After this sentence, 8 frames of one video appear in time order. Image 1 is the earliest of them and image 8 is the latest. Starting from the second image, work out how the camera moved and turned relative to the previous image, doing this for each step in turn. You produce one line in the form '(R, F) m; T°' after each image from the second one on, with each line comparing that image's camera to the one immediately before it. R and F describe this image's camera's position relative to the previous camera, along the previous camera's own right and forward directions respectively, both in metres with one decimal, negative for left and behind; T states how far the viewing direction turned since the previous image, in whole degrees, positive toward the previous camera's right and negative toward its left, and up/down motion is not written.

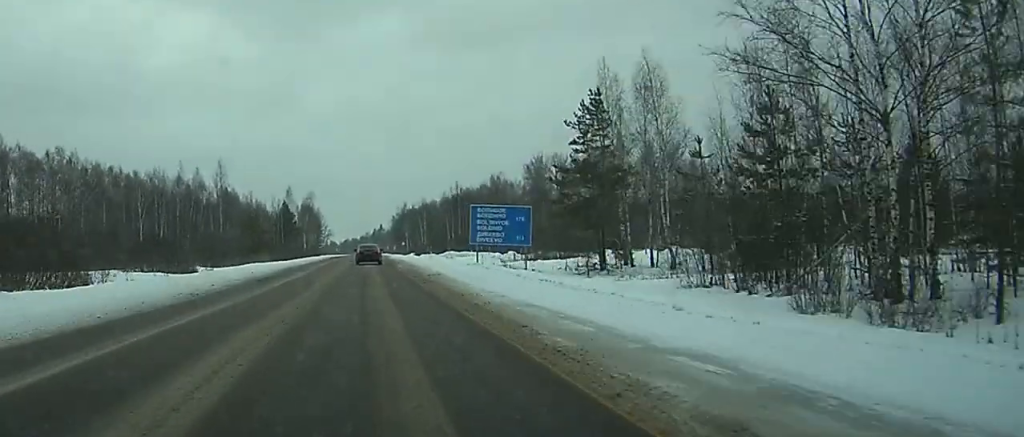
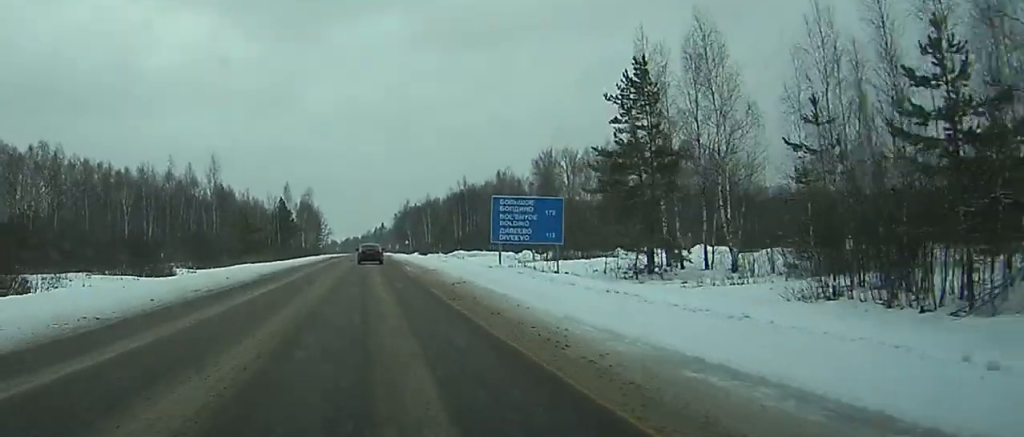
(-0.1, +9.3) m; 0°
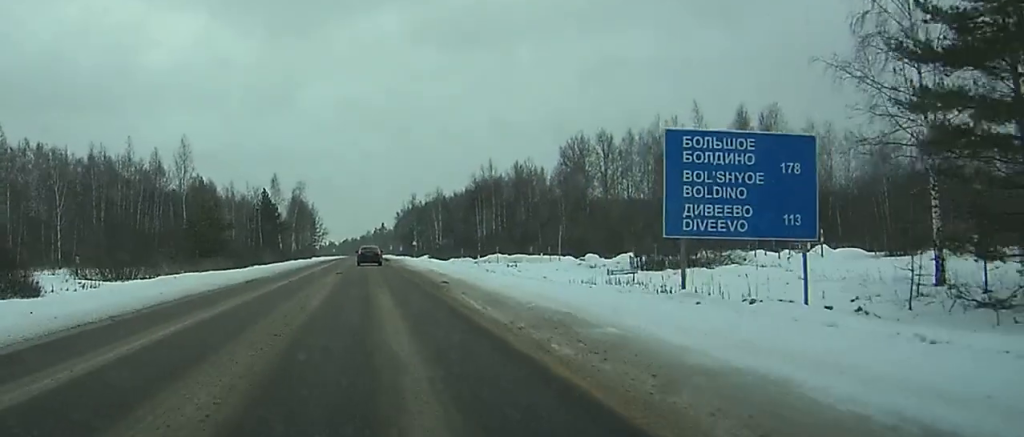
(-0.1, +28.7) m; 0°
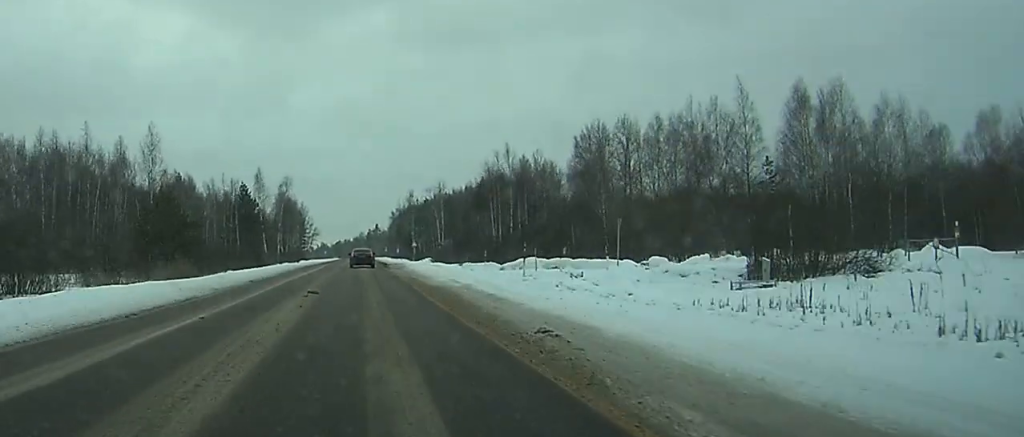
(+0.2, +17.6) m; +1°
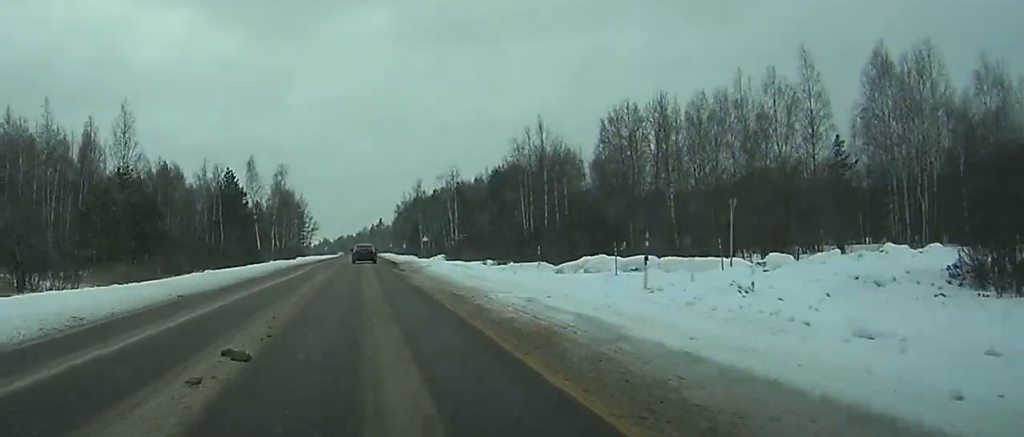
(0.0, +15.7) m; 0°
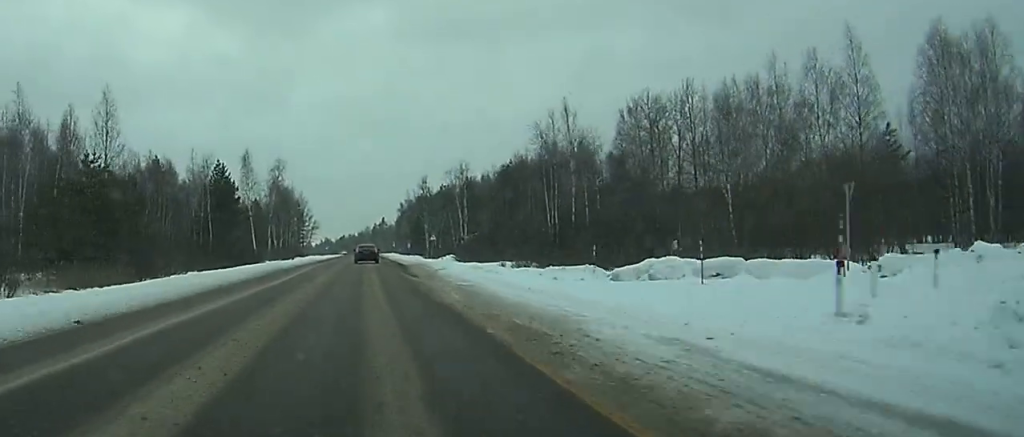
(0.0, +8.9) m; 0°
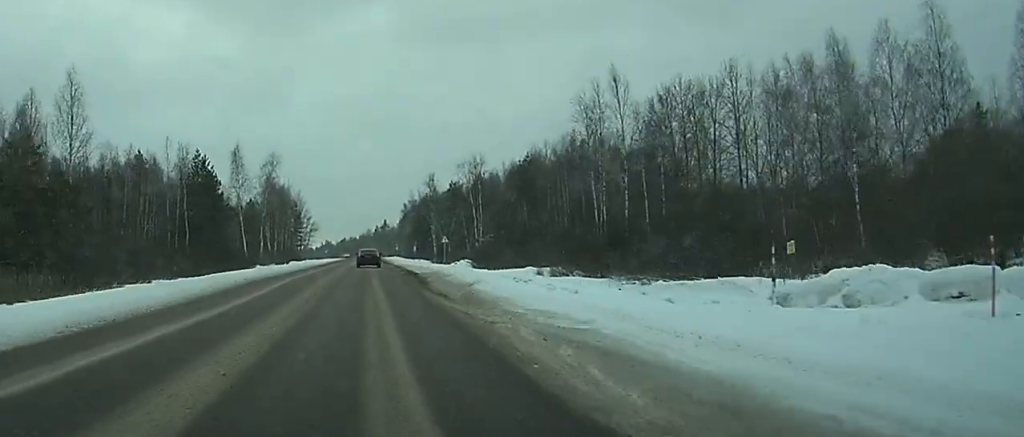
(0.0, +13.1) m; 0°
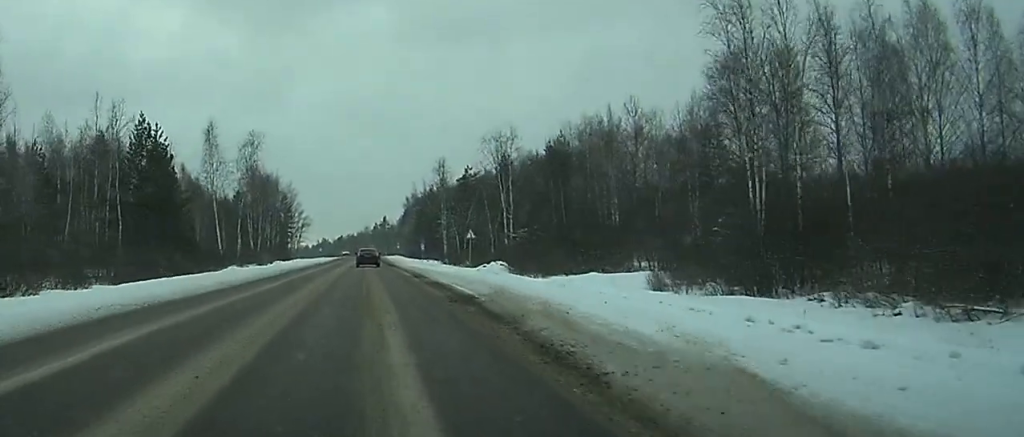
(-0.1, +21.6) m; 0°
